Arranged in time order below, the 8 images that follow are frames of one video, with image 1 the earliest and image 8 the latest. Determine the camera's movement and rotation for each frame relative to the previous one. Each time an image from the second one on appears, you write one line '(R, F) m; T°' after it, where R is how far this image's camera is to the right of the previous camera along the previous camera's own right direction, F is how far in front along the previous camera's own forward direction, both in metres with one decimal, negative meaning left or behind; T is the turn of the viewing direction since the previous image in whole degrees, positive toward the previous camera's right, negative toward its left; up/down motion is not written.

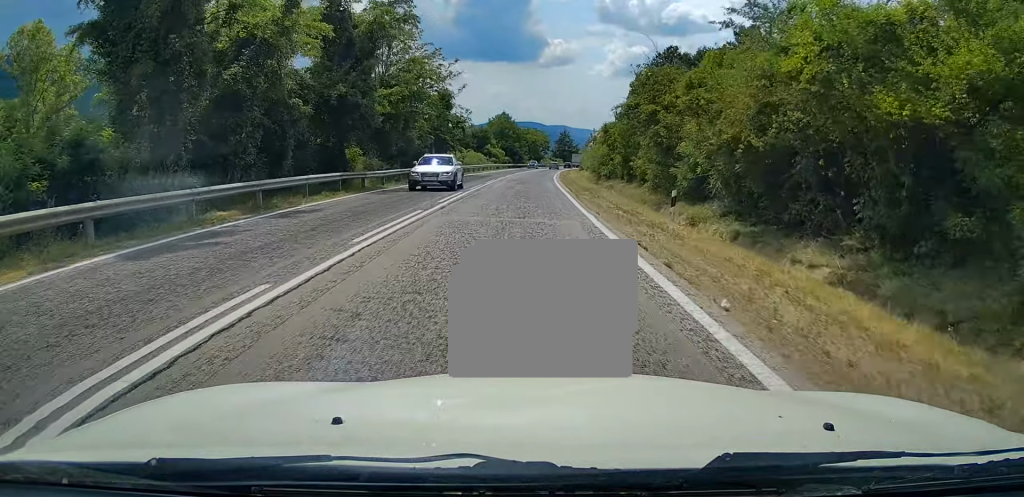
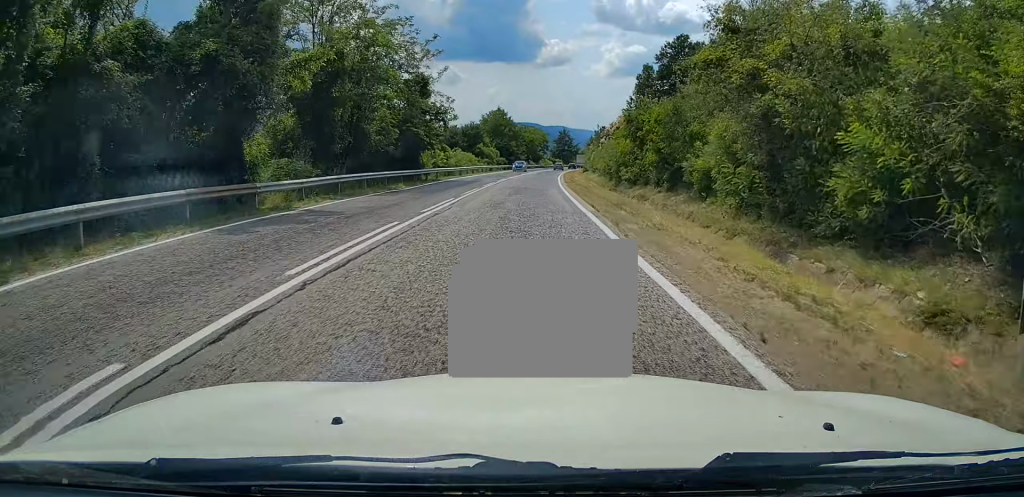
(0.0, +11.6) m; 0°
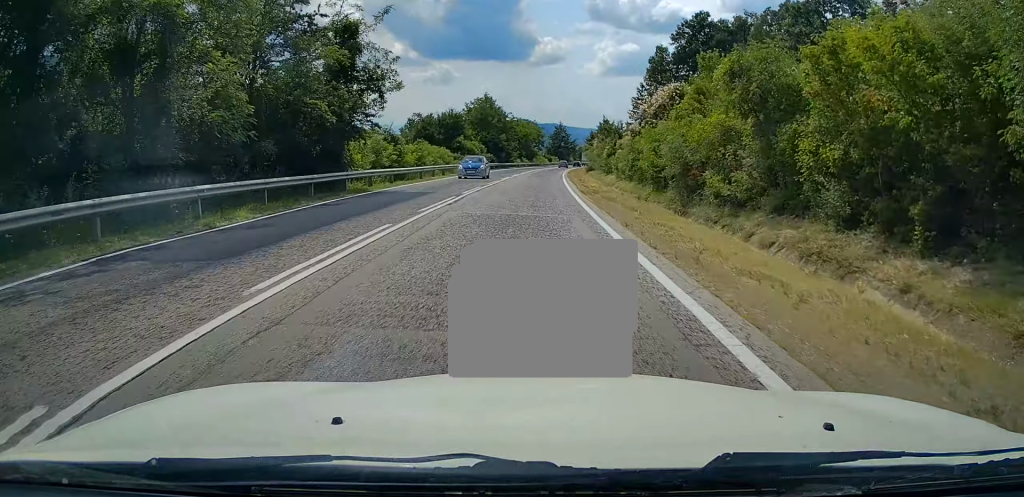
(0.0, +18.2) m; 0°
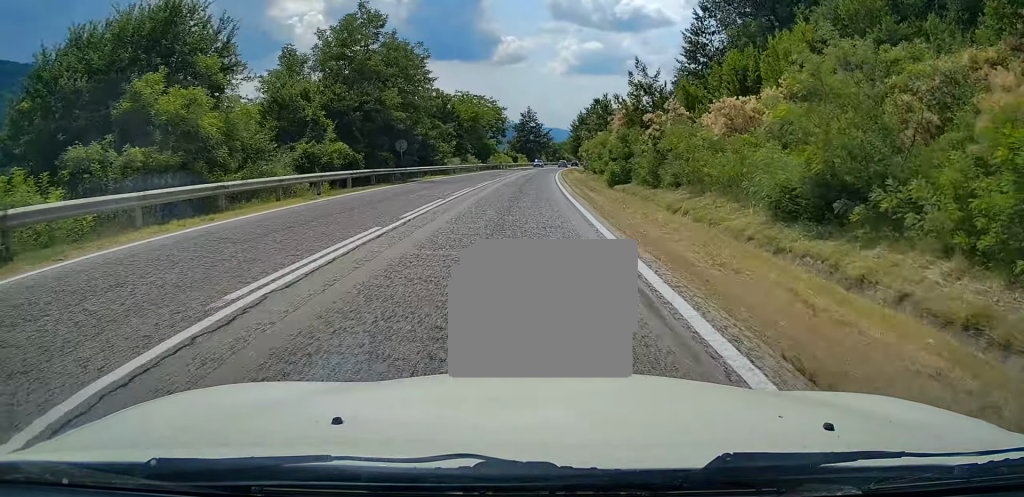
(+1.7, +54.6) m; +3°
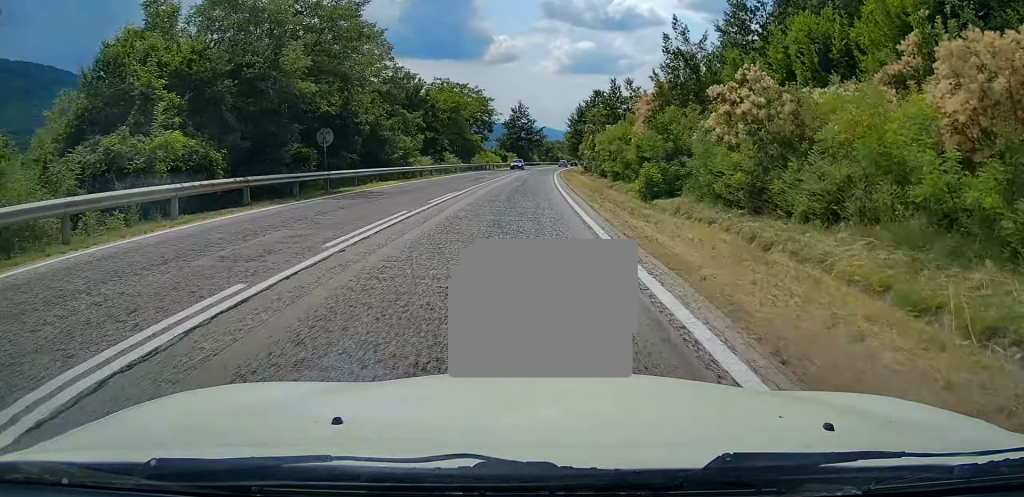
(0.0, +13.4) m; 0°
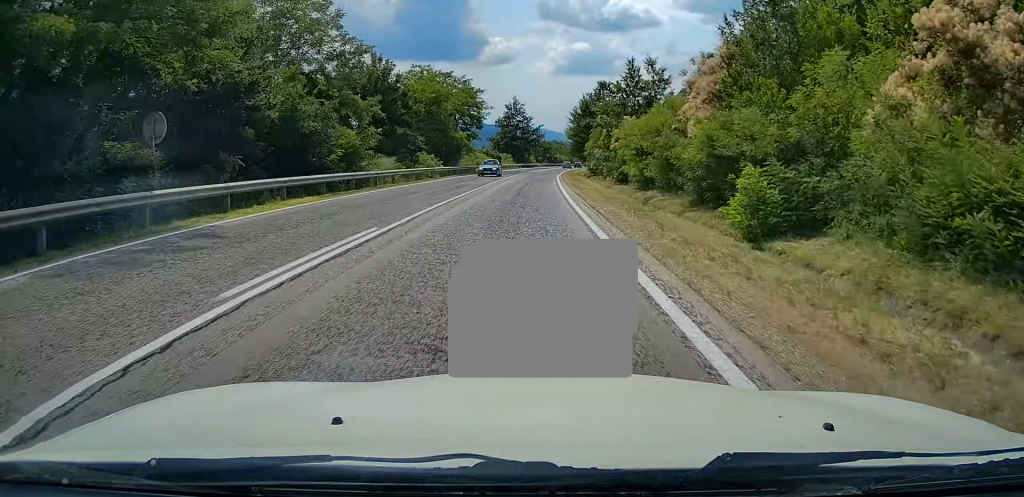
(-0.1, +12.1) m; +1°
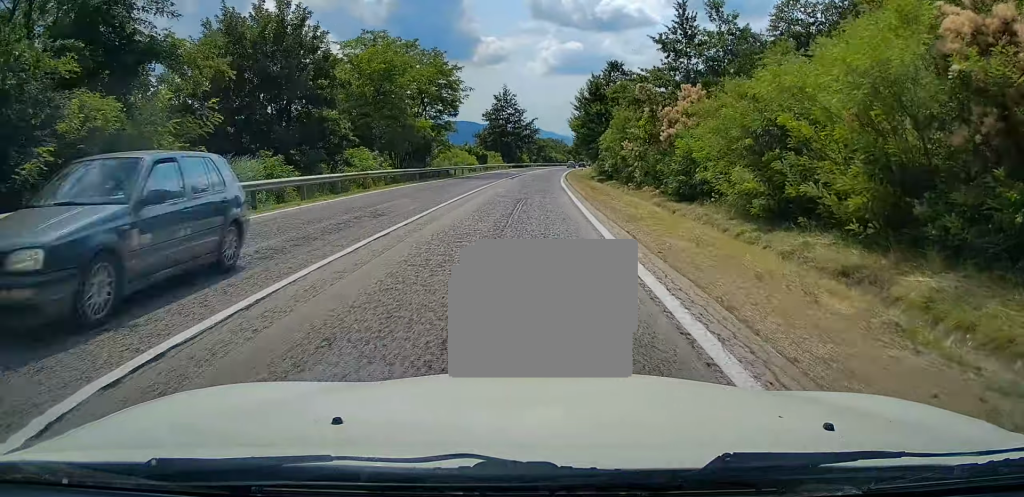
(+0.3, +17.4) m; +1°
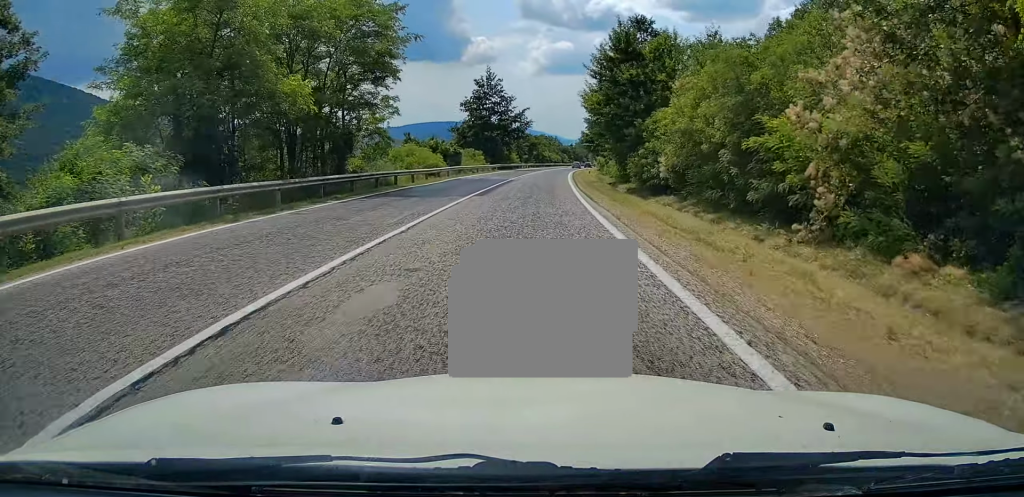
(+0.2, +21.5) m; +1°
